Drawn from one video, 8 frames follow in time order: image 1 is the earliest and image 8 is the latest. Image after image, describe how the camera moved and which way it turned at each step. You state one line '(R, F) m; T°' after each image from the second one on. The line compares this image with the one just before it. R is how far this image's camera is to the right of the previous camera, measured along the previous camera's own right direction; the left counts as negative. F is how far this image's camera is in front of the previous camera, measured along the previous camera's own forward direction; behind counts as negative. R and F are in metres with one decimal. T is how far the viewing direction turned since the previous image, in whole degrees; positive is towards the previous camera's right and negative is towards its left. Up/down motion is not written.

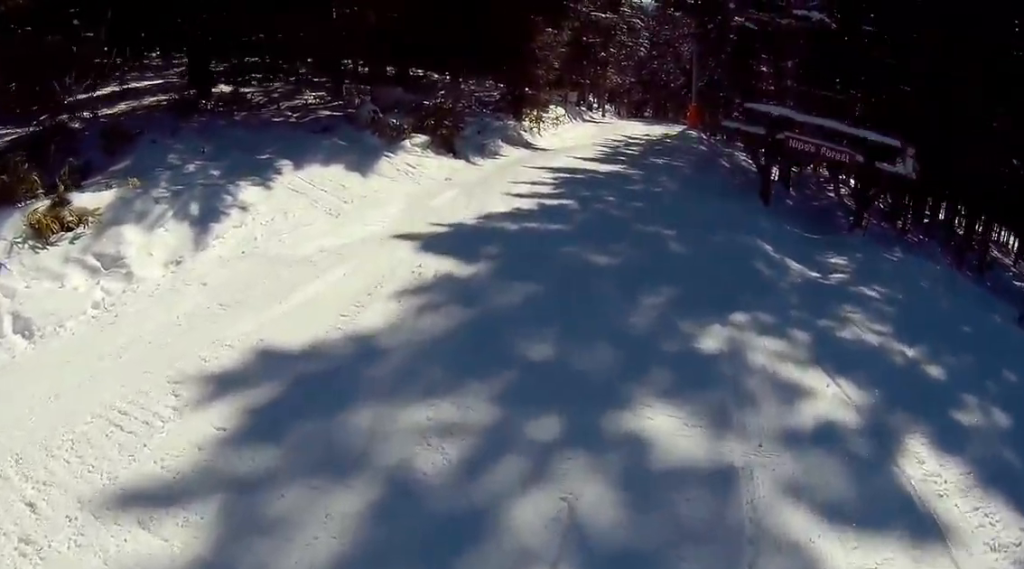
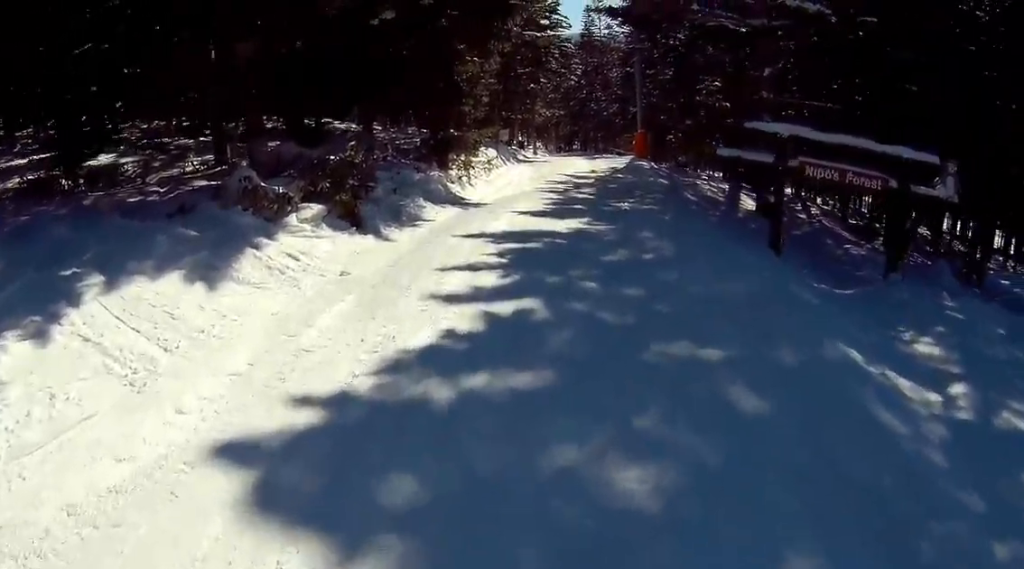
(+1.4, +4.4) m; +18°
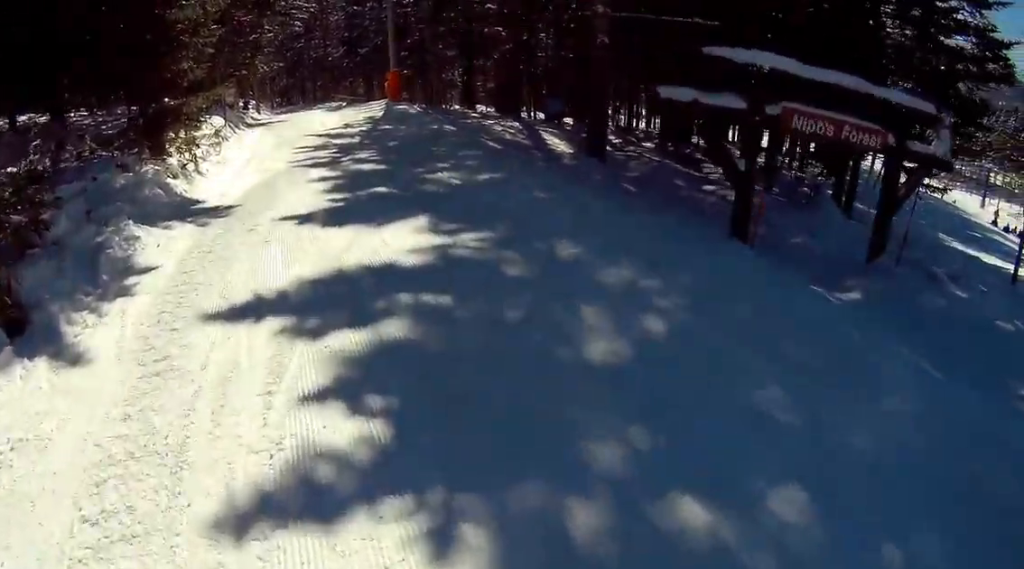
(+0.3, +6.6) m; 0°
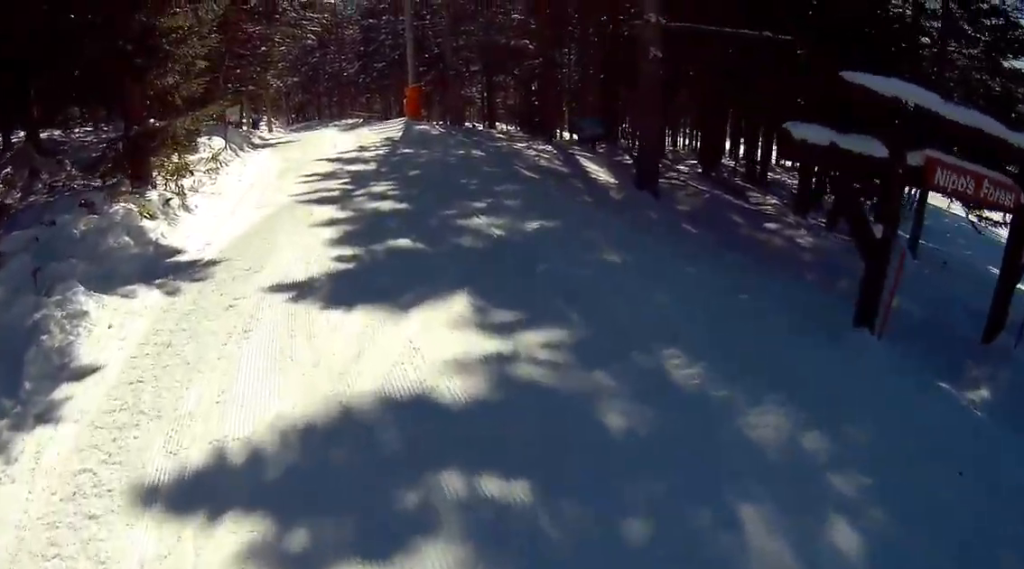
(0.0, +2.3) m; -5°
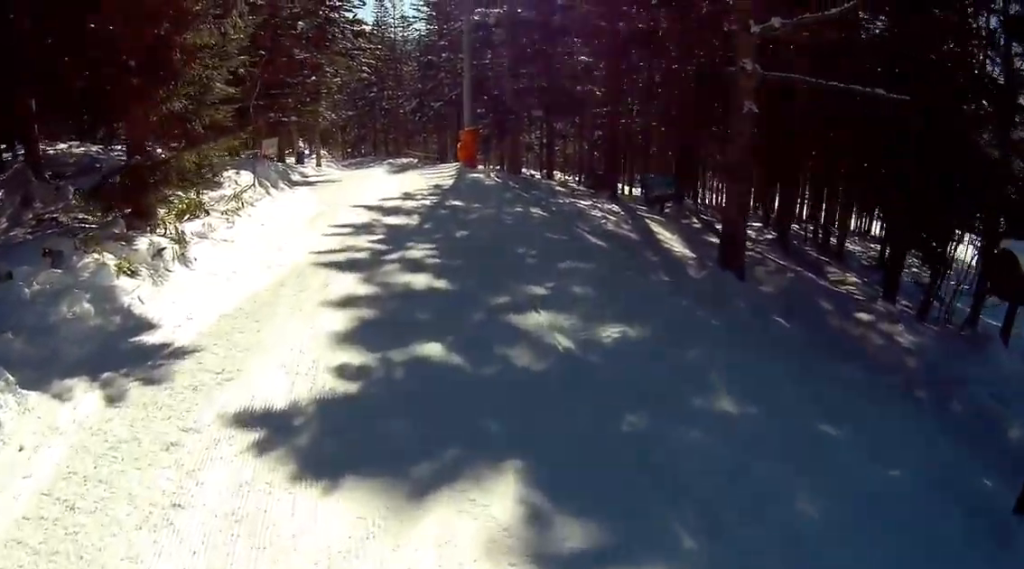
(0.0, +2.1) m; -3°
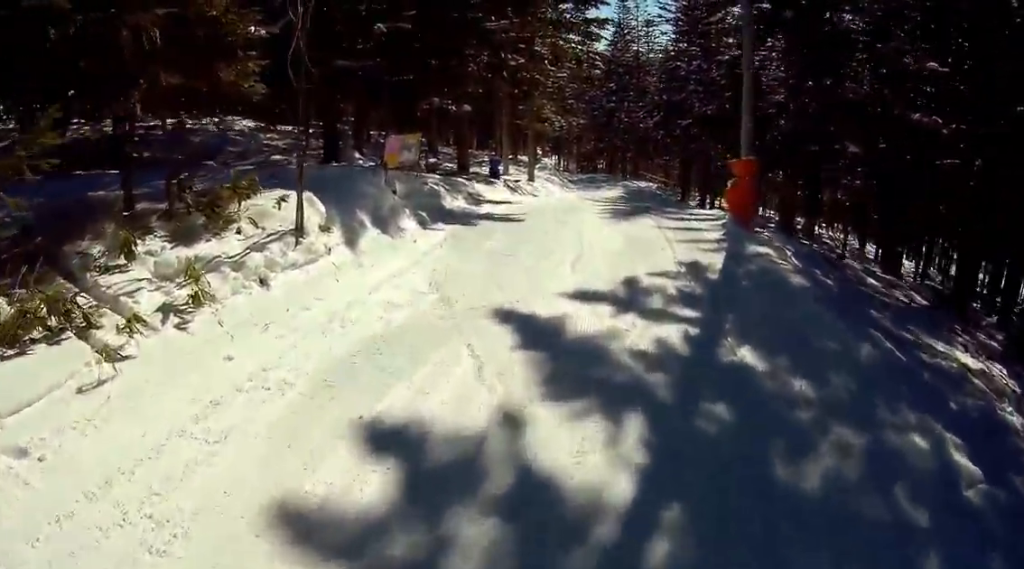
(+0.1, +7.9) m; +8°
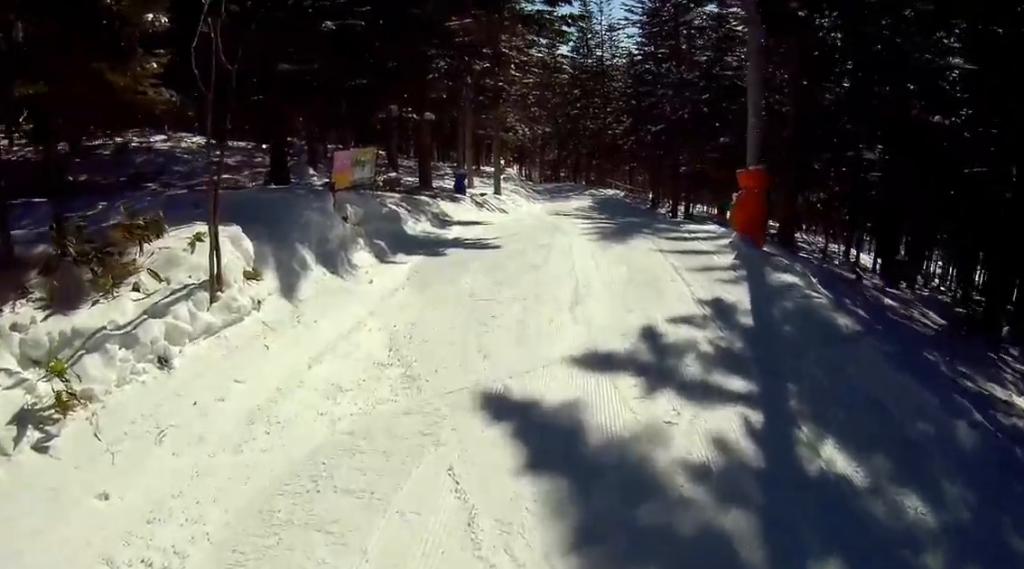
(+0.1, +1.5) m; -7°
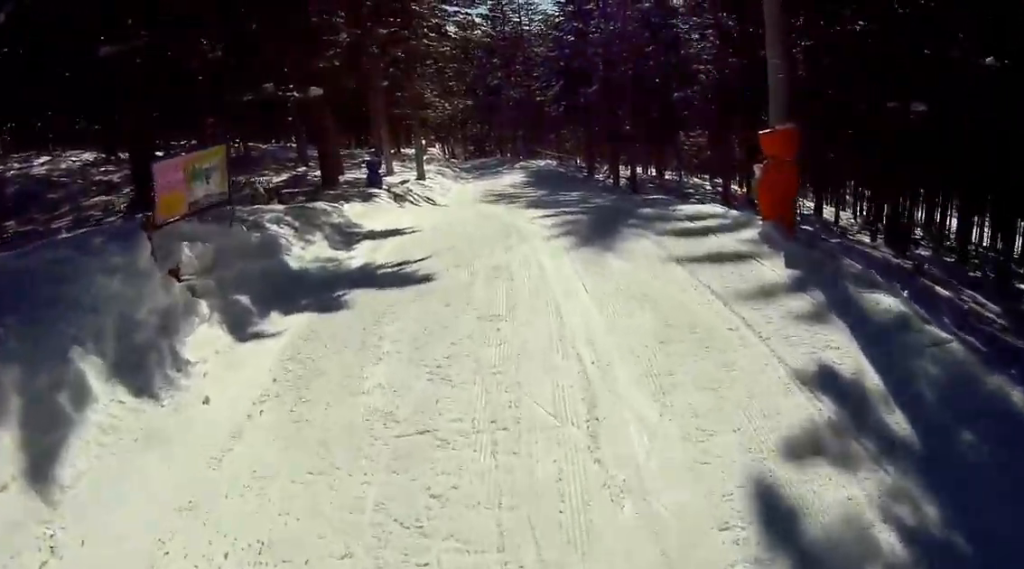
(-0.1, +2.6) m; -8°
